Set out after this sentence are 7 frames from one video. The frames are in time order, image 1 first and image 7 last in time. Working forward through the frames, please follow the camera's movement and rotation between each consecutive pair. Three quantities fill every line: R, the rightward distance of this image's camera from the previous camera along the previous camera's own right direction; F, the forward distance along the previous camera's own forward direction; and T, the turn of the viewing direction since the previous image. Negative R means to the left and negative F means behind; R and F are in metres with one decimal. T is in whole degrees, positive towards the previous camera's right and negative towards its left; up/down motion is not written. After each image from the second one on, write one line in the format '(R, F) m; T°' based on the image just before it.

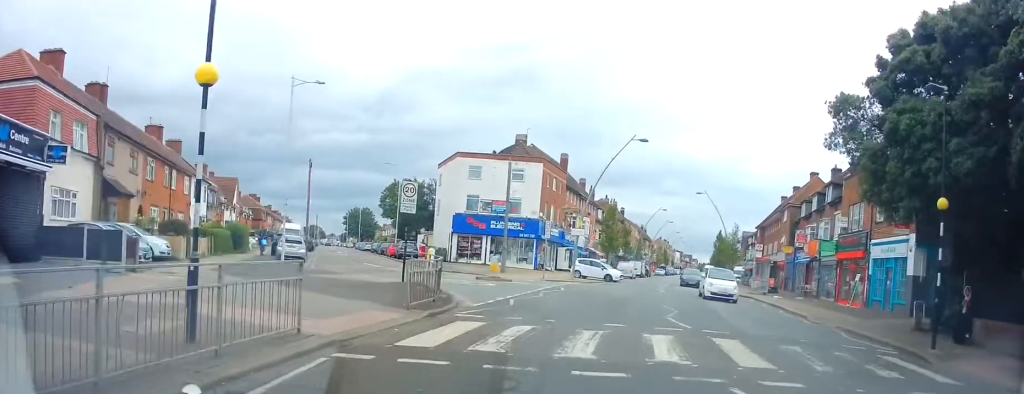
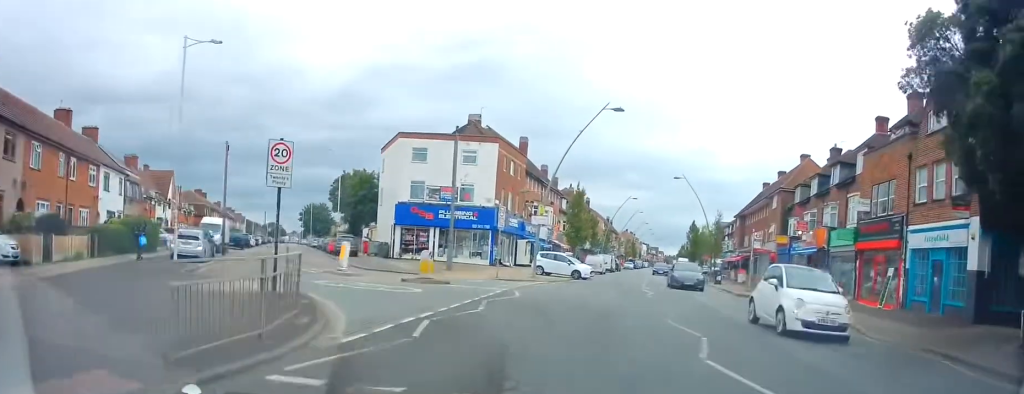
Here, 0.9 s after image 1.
(0.0, +7.0) m; 0°
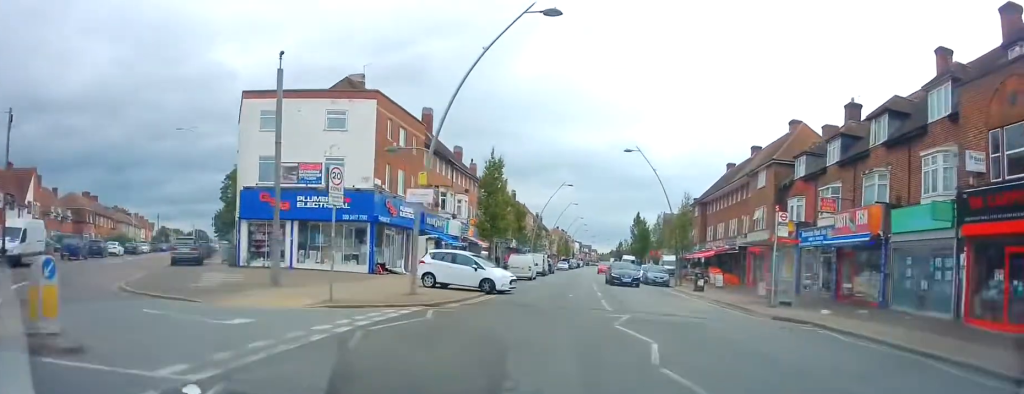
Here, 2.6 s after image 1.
(+1.6, +14.3) m; +10°
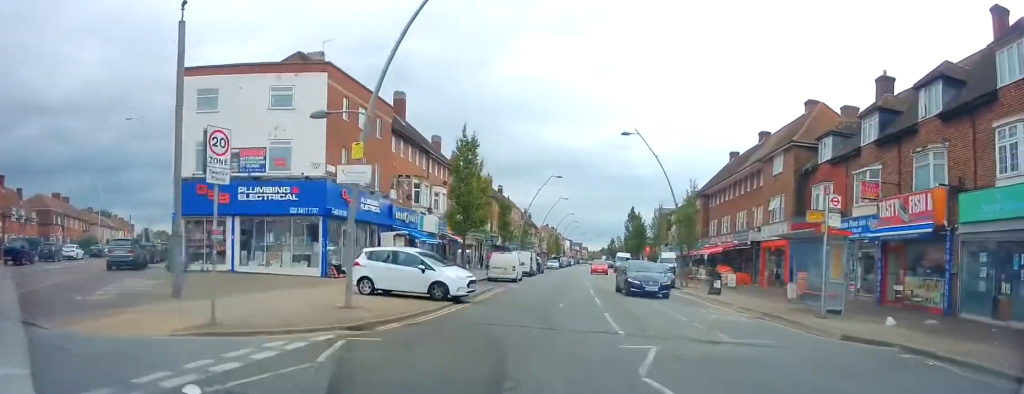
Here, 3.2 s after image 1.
(0.0, +5.4) m; -1°
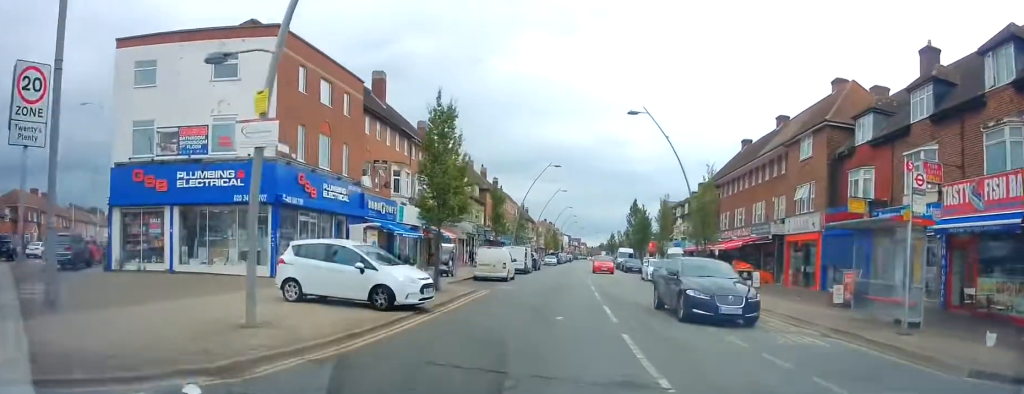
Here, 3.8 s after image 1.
(-0.2, +4.8) m; -2°
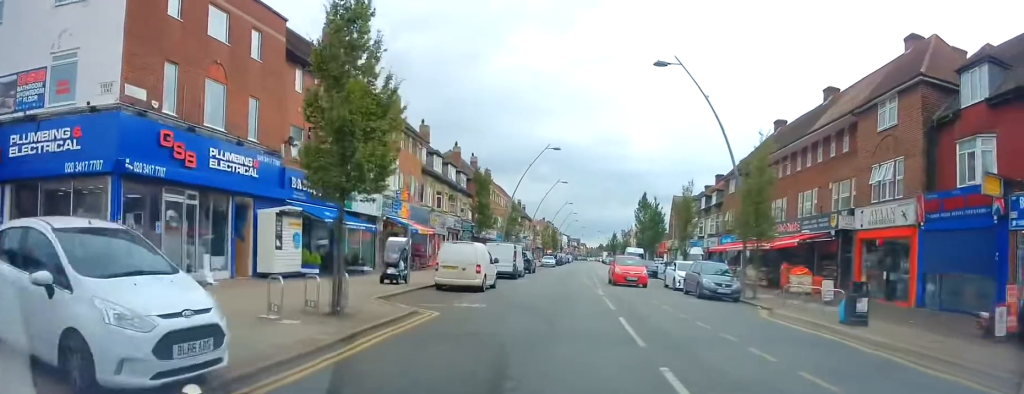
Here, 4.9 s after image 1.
(0.0, +8.9) m; +4°
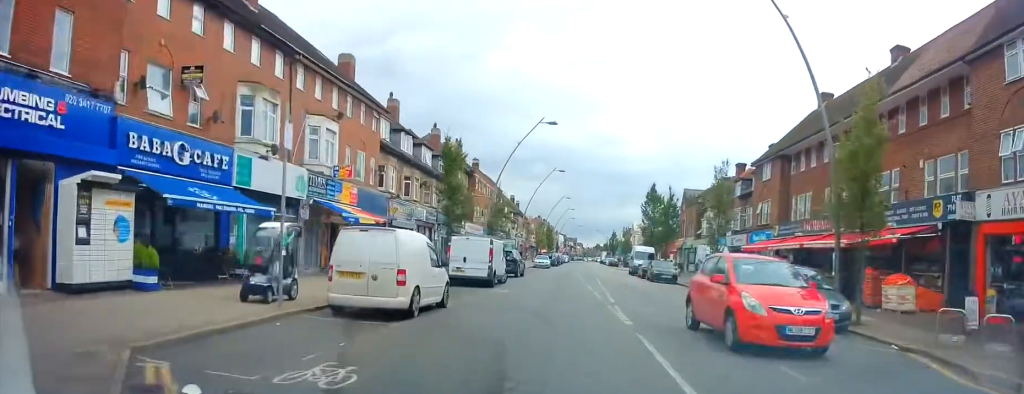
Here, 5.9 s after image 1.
(+0.6, +9.1) m; +3°
